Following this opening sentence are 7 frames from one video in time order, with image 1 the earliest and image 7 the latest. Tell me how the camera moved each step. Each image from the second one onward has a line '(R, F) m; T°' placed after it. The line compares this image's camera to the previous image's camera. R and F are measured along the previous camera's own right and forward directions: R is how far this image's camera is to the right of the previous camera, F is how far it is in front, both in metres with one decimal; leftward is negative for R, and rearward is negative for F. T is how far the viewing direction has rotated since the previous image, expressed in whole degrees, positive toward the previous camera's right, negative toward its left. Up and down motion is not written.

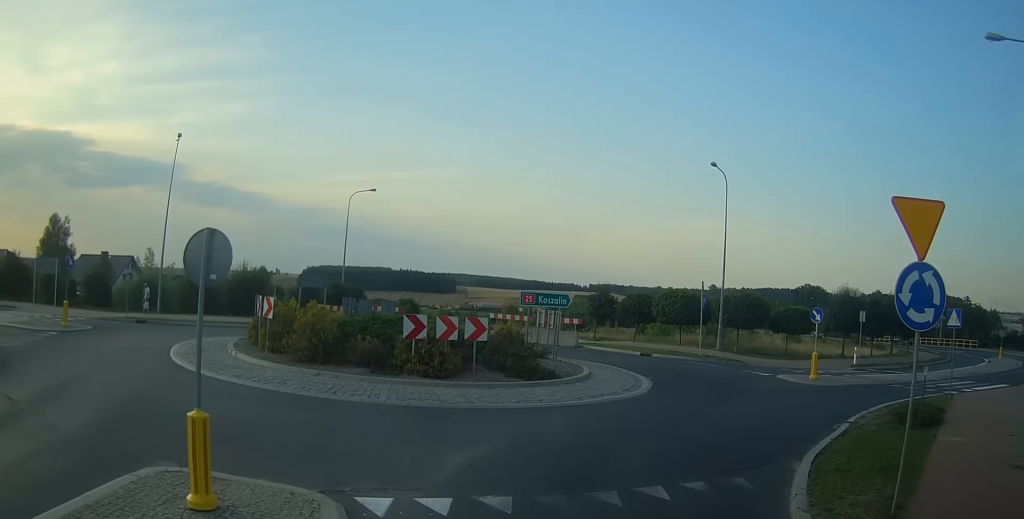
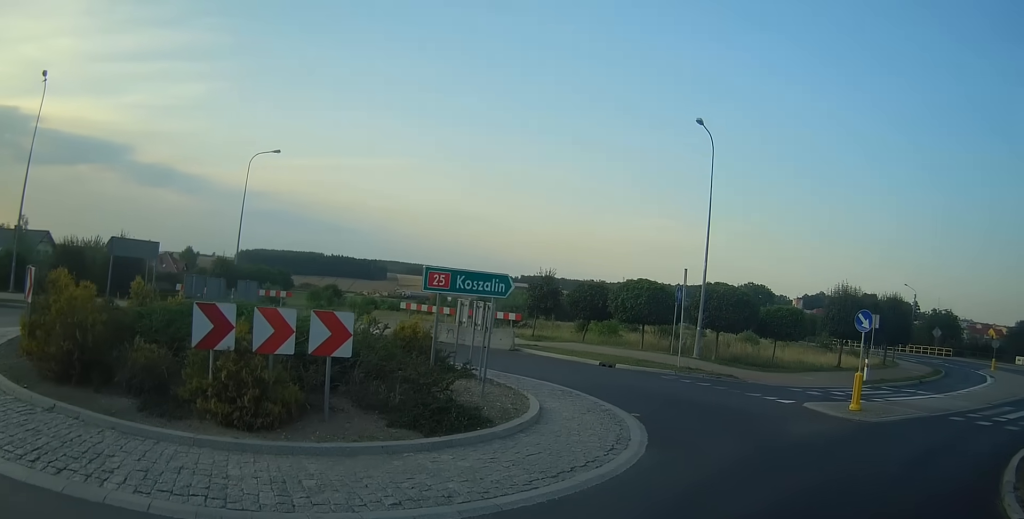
(+0.5, +8.3) m; +17°
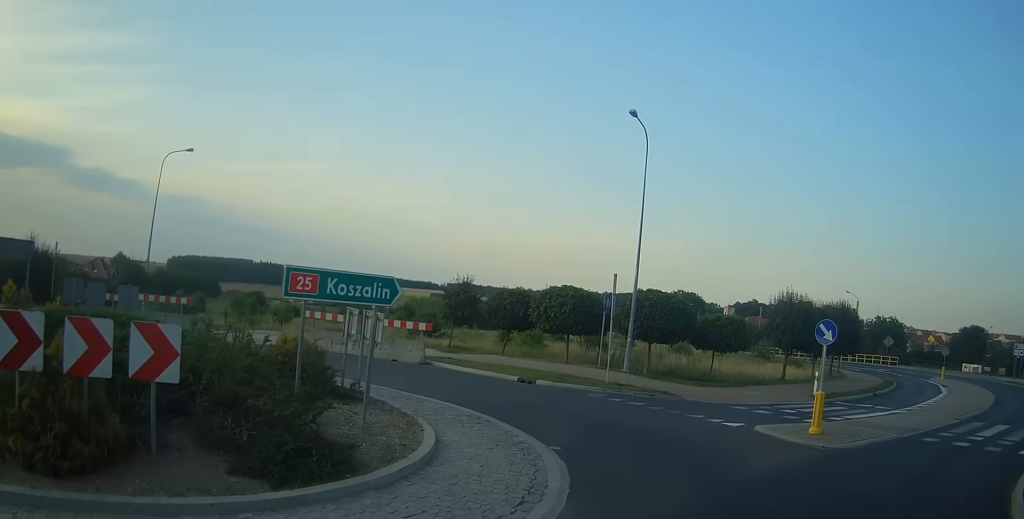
(+0.4, +2.4) m; +10°
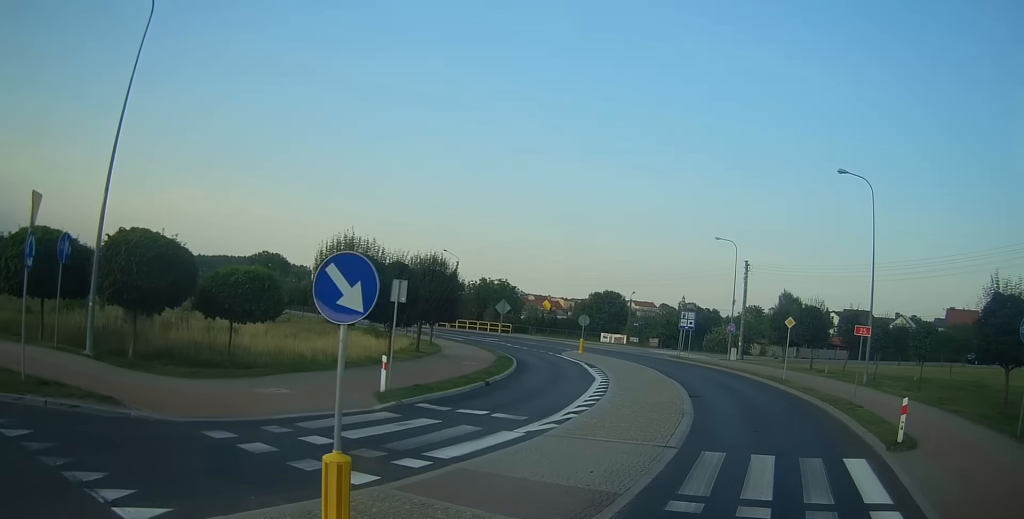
(+3.4, +9.6) m; +35°
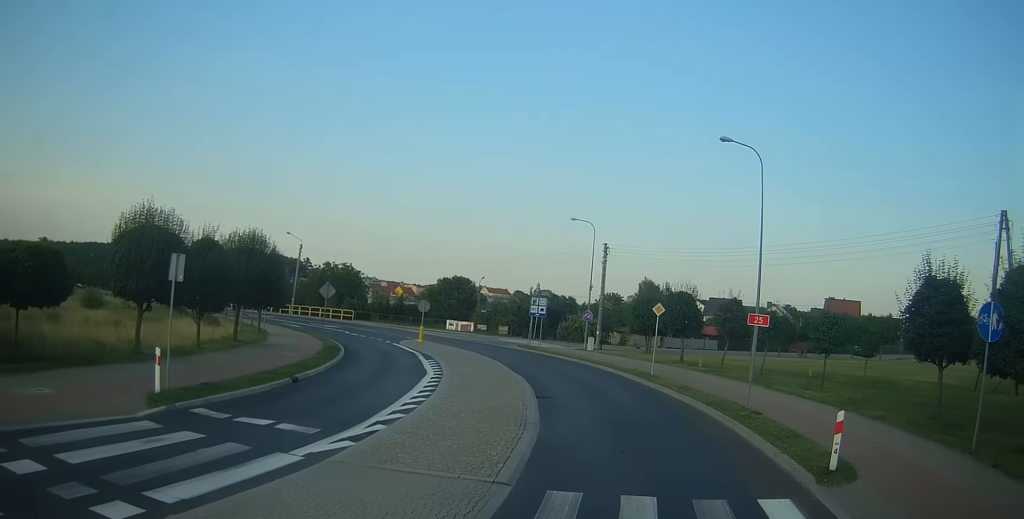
(+0.2, +4.1) m; +9°
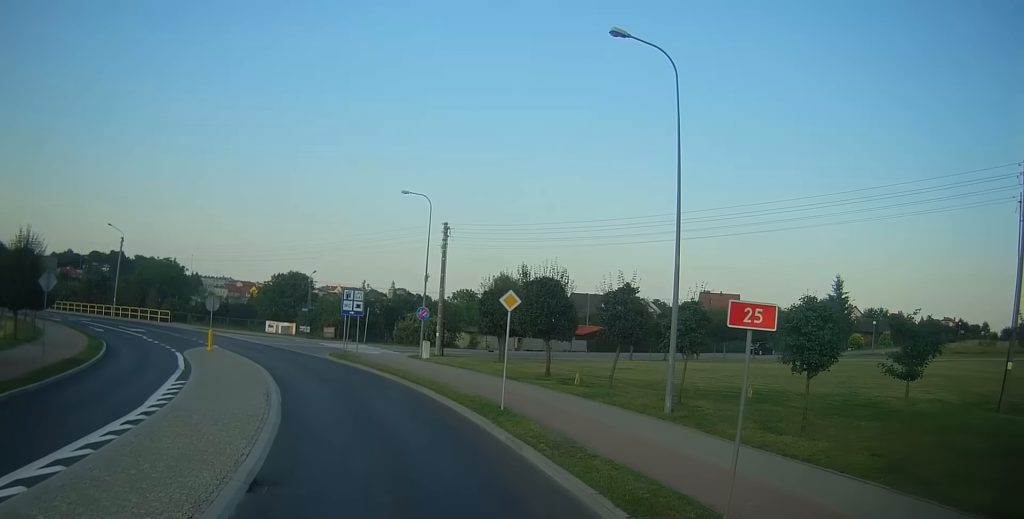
(+0.4, +11.1) m; -5°
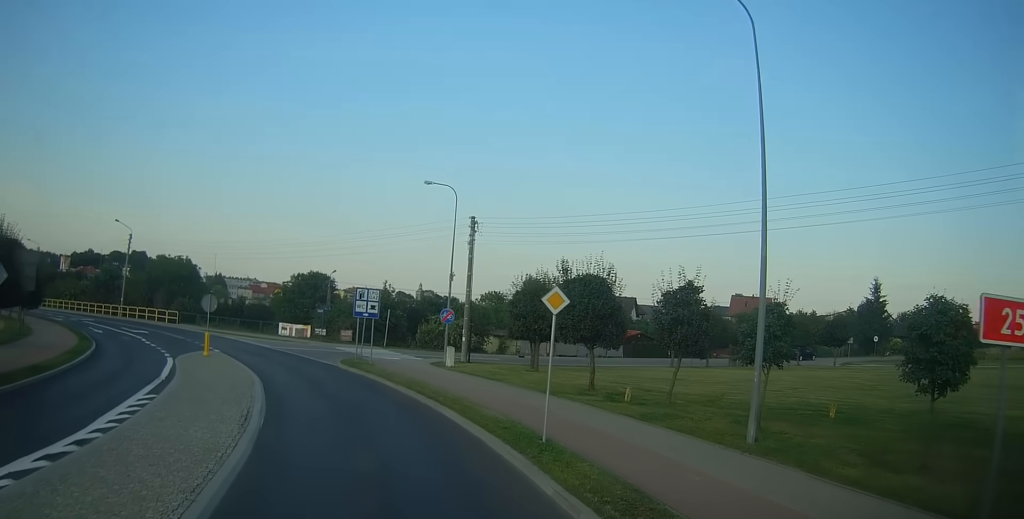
(-0.2, +3.9) m; -5°
